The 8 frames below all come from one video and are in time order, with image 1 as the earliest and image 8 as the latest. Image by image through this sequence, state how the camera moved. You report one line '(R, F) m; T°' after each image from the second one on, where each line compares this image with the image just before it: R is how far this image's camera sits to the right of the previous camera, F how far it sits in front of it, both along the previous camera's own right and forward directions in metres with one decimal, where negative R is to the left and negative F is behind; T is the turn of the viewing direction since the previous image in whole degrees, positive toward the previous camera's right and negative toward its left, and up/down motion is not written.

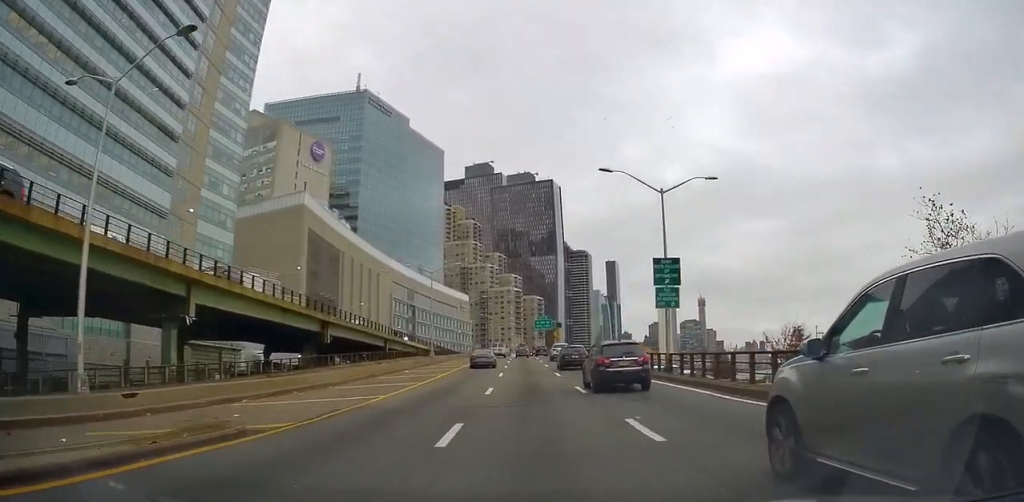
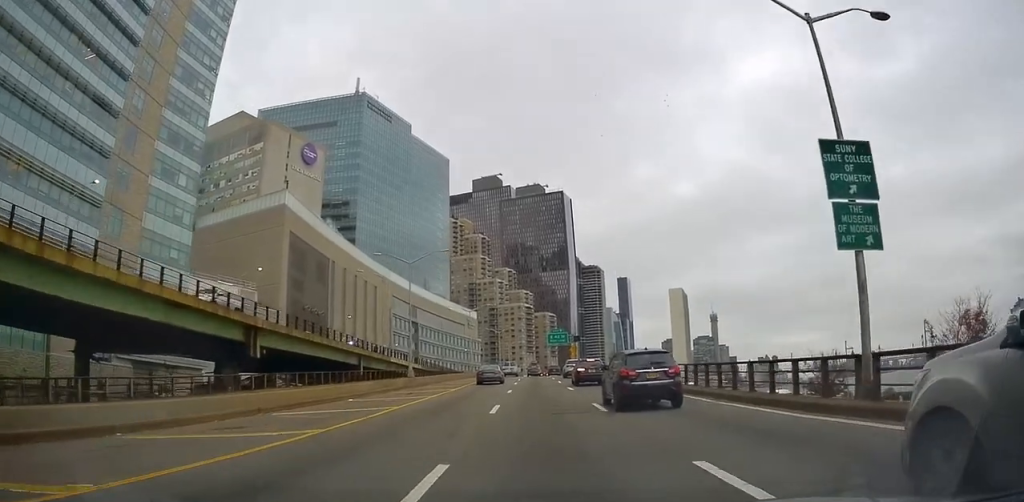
(+0.1, +15.3) m; -1°
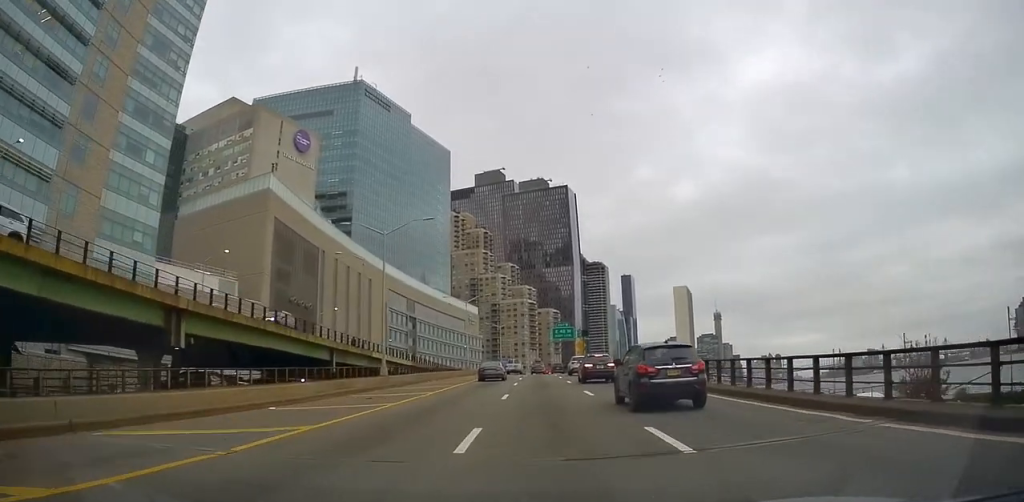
(+0.2, +8.5) m; -1°
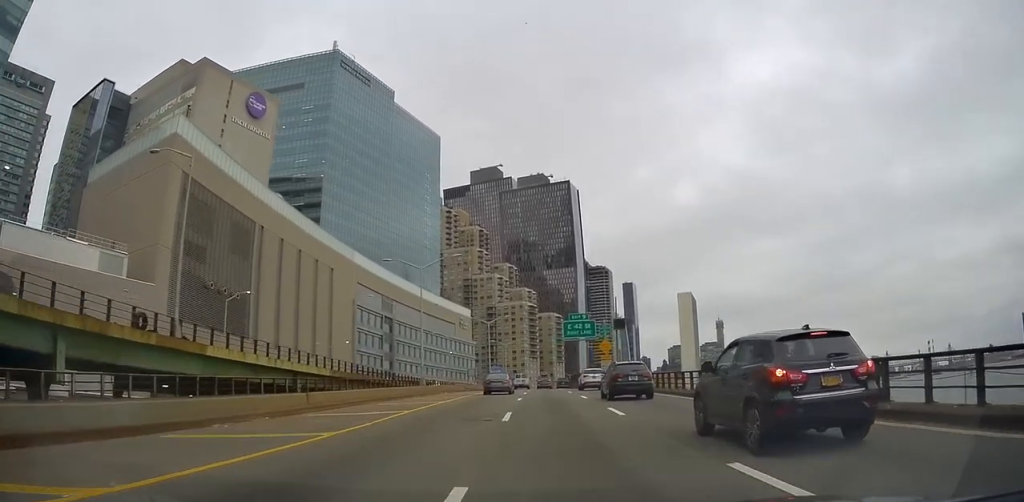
(-1.3, +30.2) m; -3°
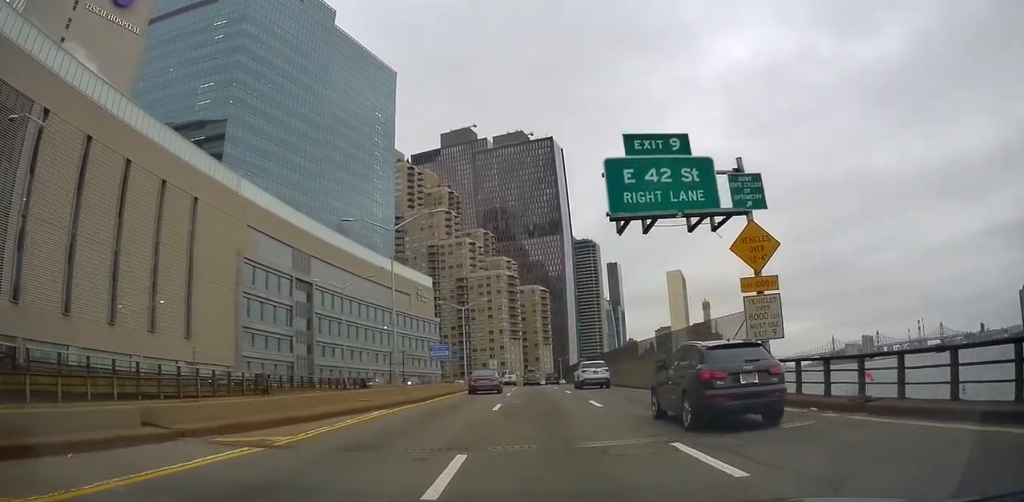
(0.0, +48.0) m; +1°
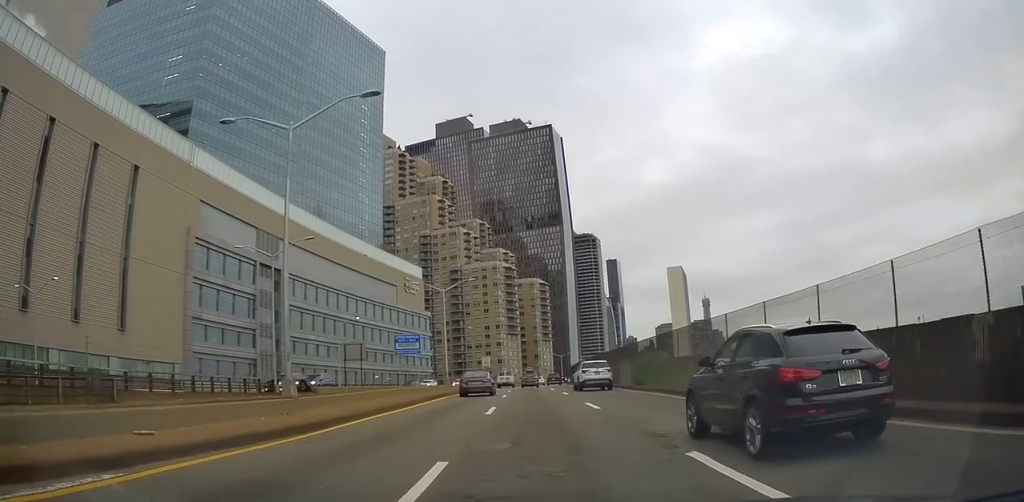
(+0.1, +14.0) m; 0°
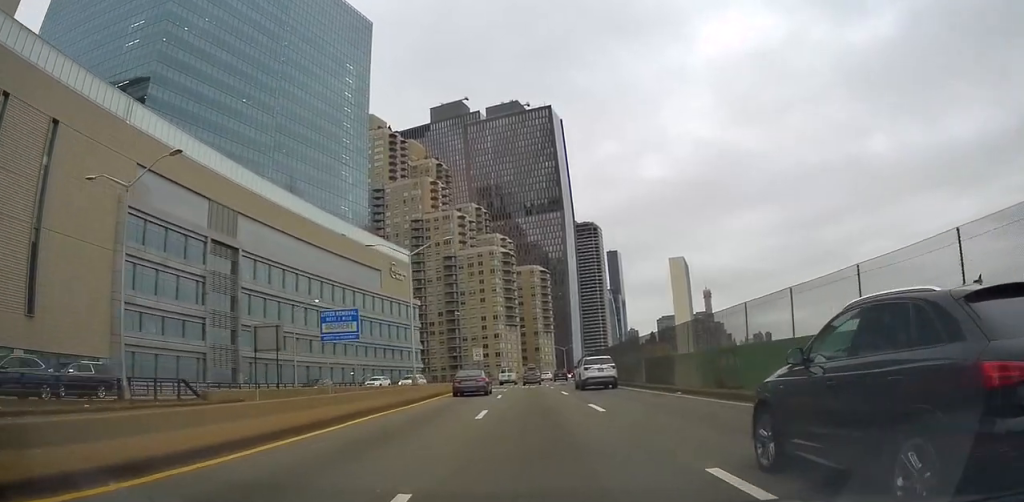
(-0.3, +15.1) m; 0°
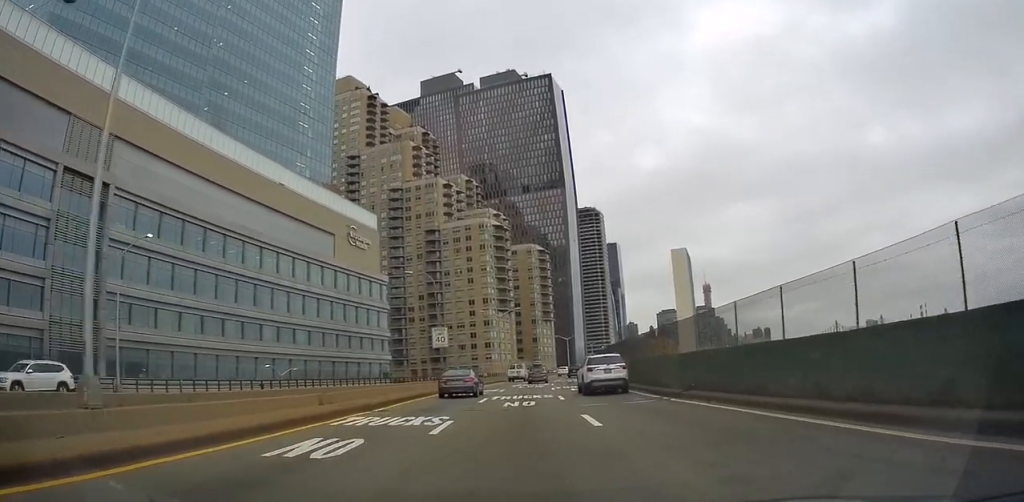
(+0.3, +29.0) m; 0°
